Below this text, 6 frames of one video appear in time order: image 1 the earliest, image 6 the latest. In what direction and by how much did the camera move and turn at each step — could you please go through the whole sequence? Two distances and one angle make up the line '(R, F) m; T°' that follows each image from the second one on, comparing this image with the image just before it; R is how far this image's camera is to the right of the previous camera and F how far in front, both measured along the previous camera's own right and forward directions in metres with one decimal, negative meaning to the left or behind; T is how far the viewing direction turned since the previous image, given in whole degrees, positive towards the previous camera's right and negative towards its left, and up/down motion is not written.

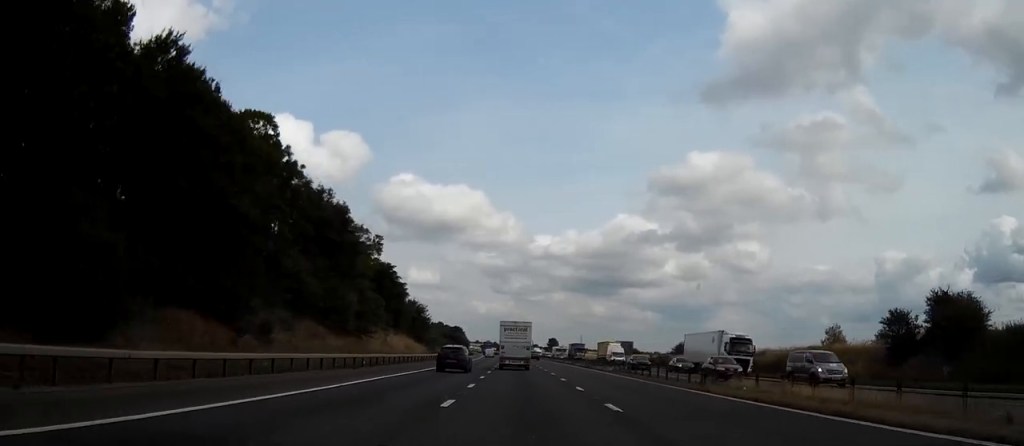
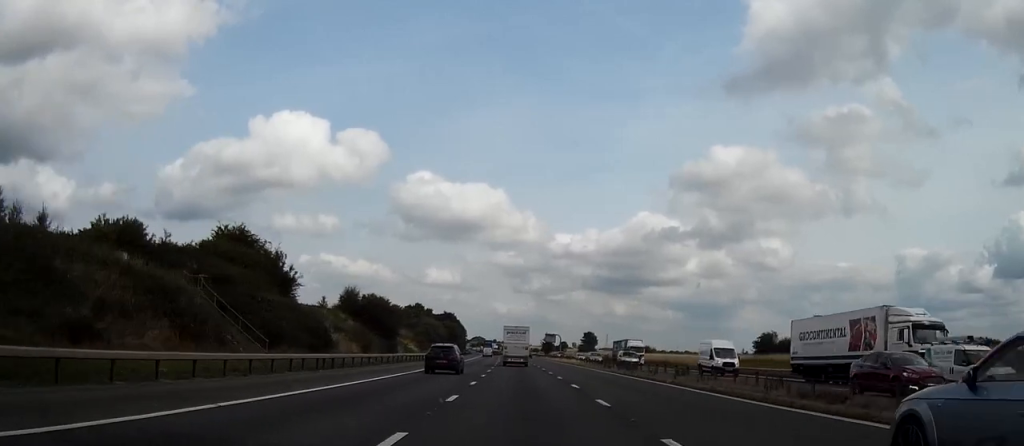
(-1.8, +112.8) m; -3°
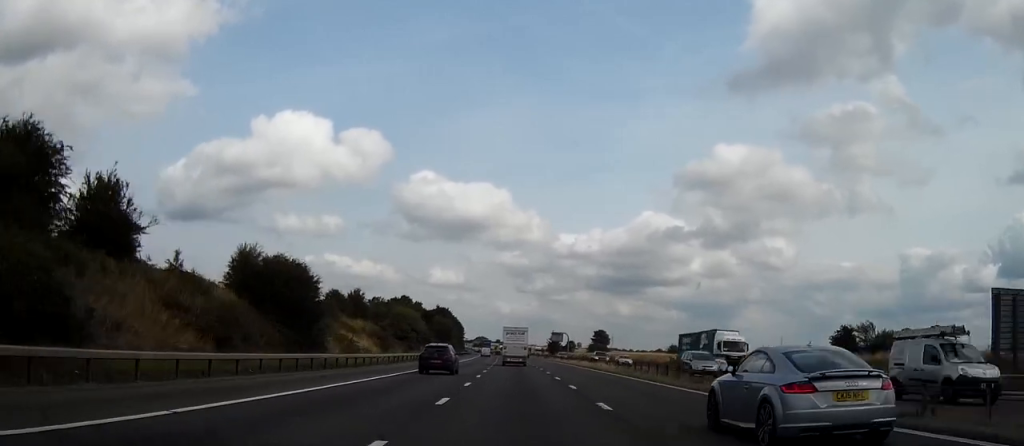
(-0.5, +27.4) m; -1°
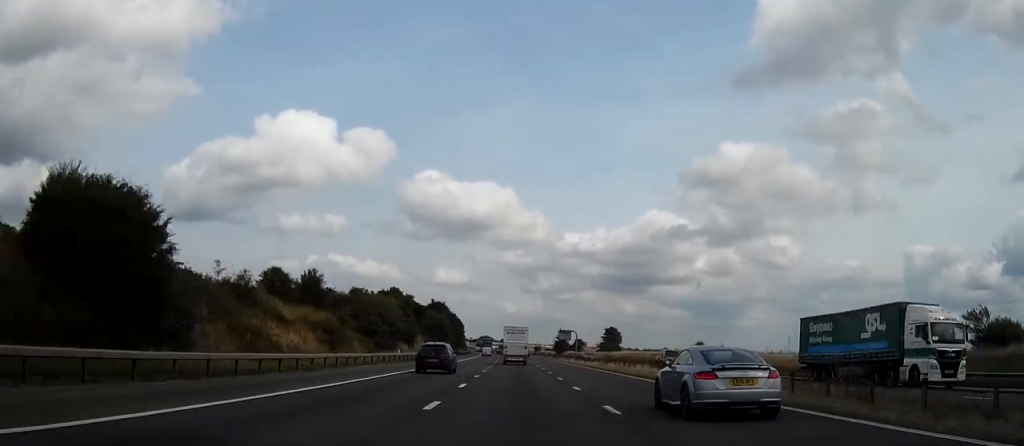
(-0.1, +19.3) m; 0°
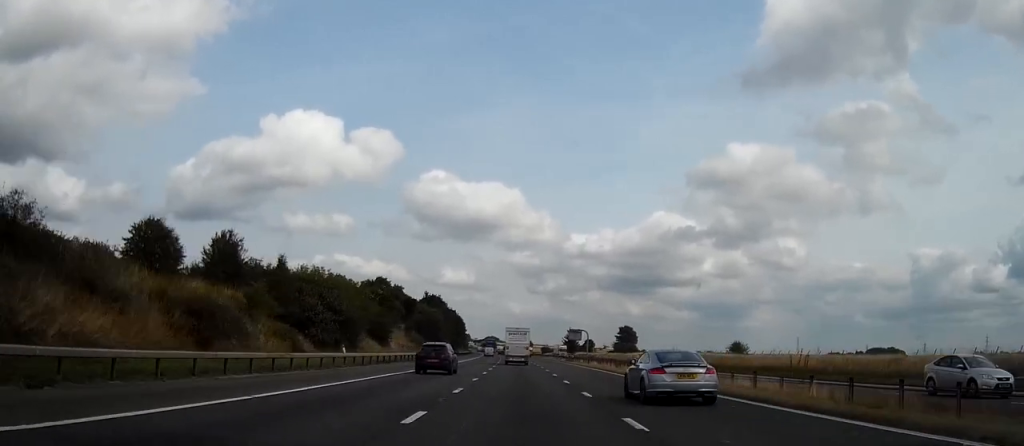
(0.0, +20.4) m; 0°
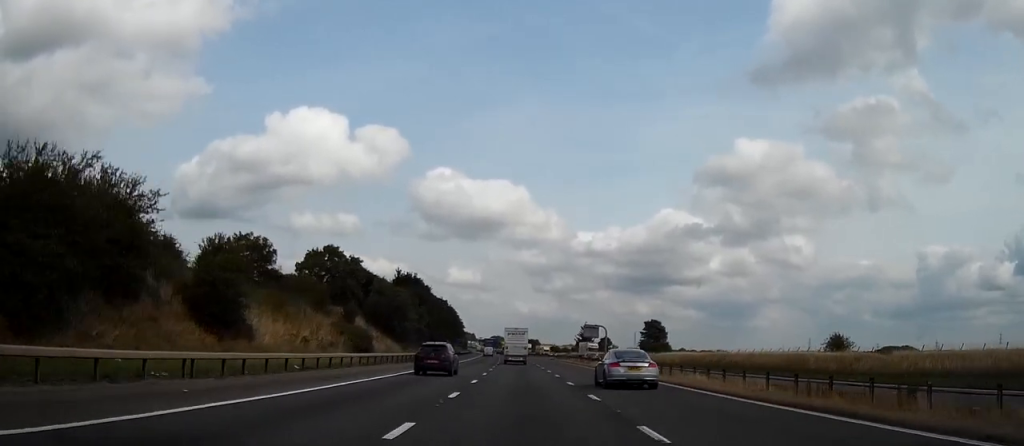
(0.0, +36.7) m; 0°
